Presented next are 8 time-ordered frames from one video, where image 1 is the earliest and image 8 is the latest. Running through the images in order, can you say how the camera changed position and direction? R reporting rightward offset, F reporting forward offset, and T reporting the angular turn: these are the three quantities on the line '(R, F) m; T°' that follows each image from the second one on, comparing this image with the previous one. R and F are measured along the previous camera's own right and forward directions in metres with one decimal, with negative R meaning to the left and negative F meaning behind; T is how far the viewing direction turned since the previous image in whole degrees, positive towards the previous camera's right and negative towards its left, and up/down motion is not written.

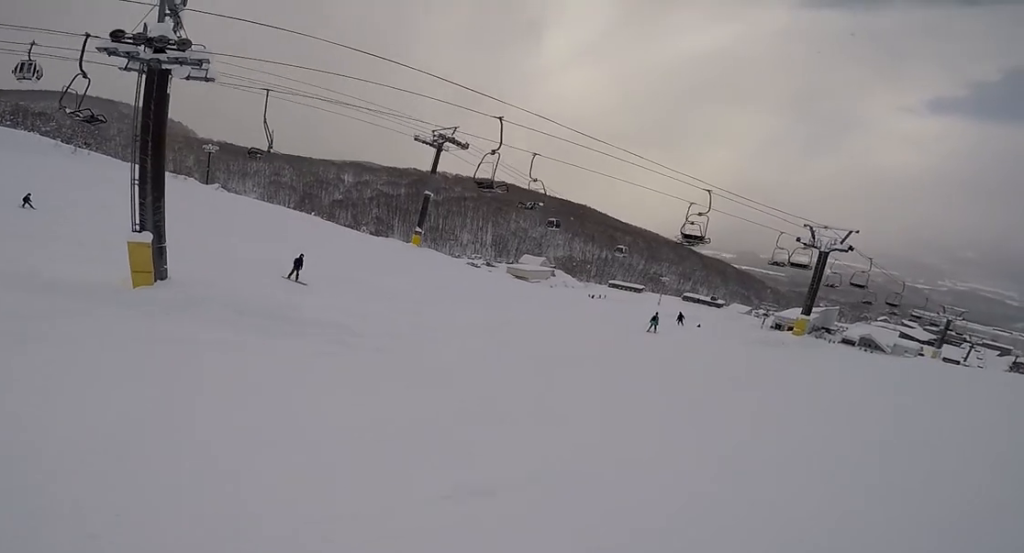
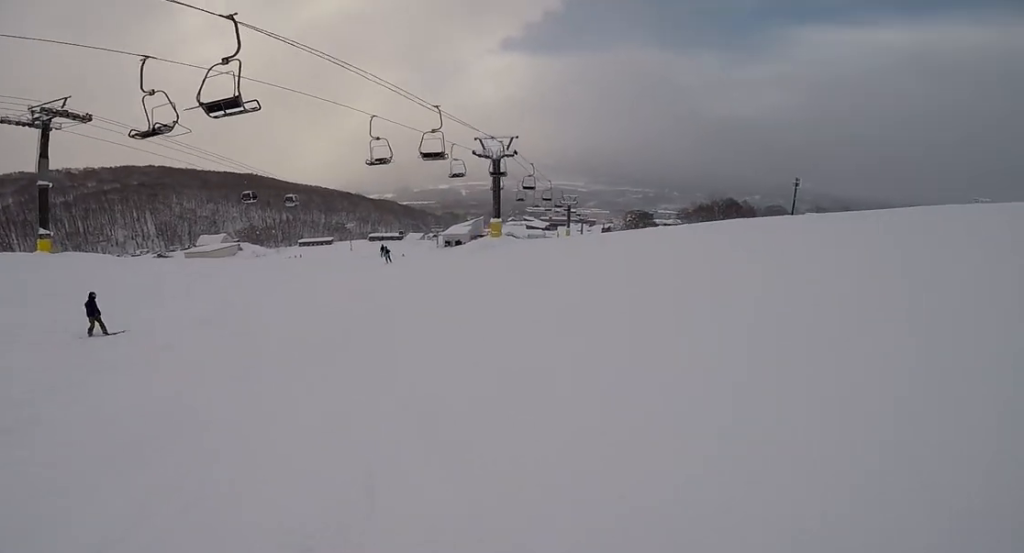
(+0.7, +5.4) m; +8°
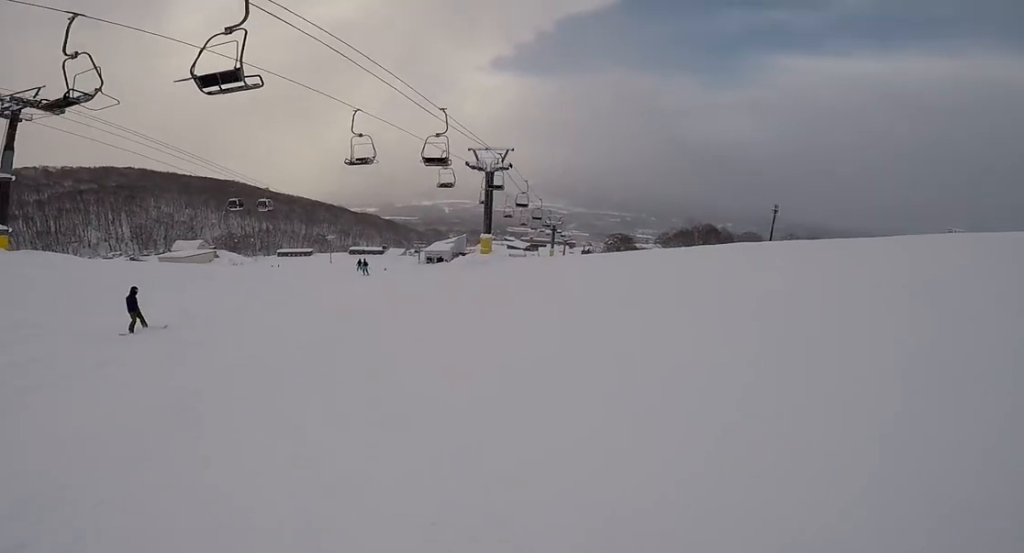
(0.0, +2.2) m; 0°
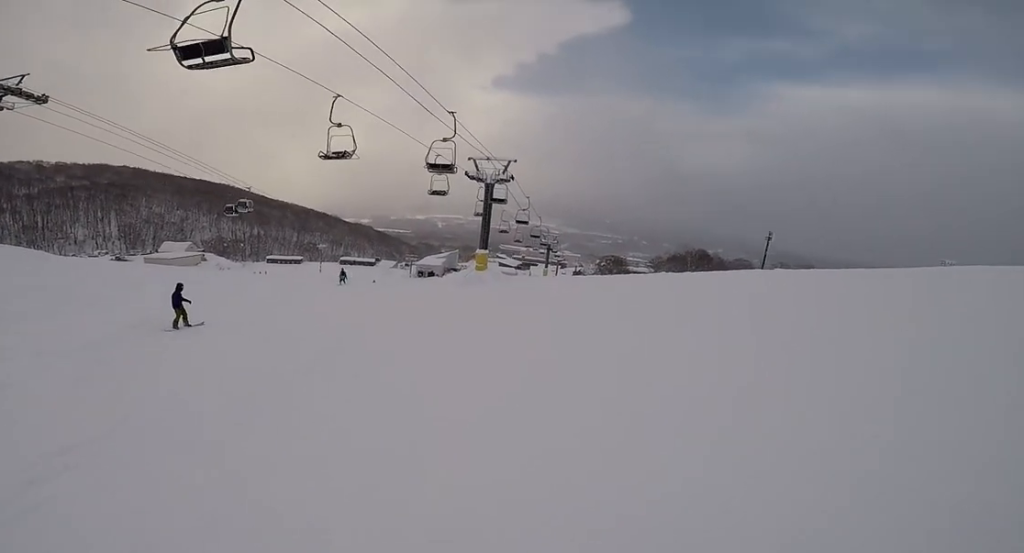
(0.0, +2.5) m; 0°
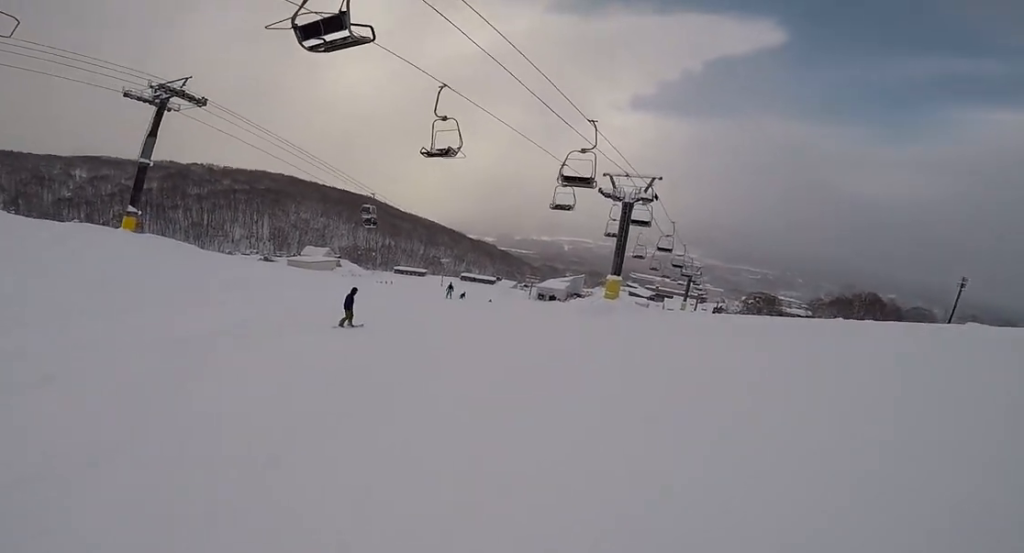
(0.0, +2.1) m; -1°
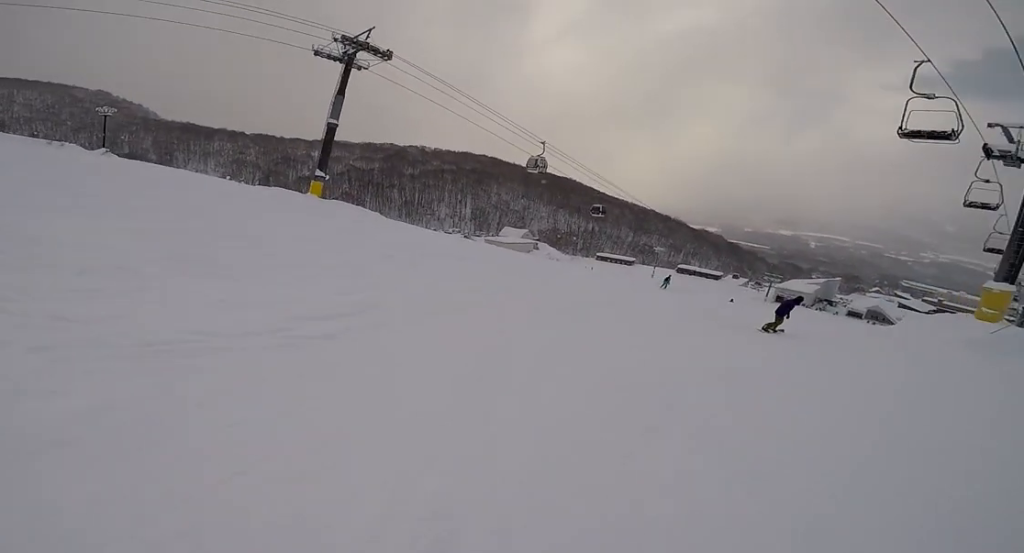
(-1.7, +8.0) m; -16°
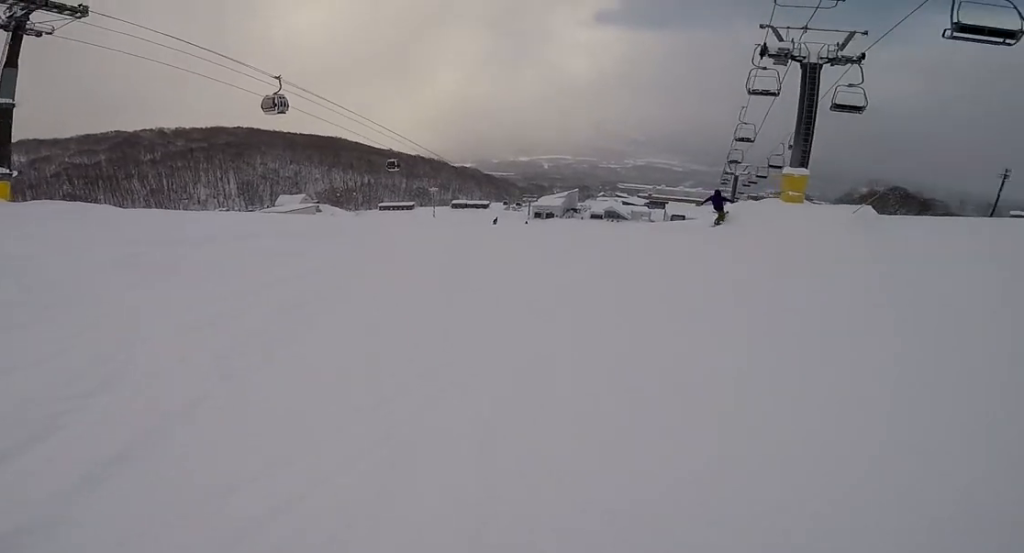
(+0.3, +5.1) m; +22°
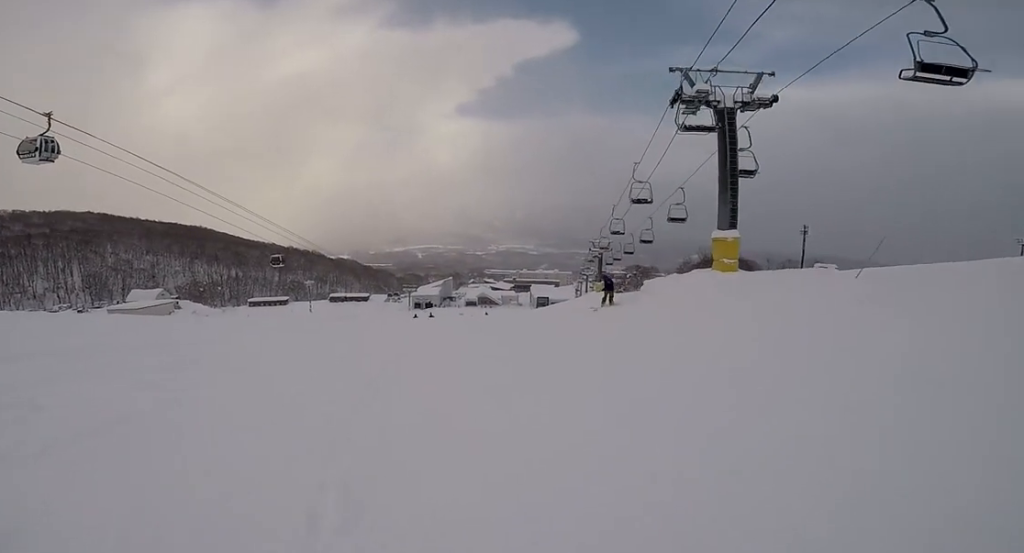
(+1.8, +5.3) m; +14°
